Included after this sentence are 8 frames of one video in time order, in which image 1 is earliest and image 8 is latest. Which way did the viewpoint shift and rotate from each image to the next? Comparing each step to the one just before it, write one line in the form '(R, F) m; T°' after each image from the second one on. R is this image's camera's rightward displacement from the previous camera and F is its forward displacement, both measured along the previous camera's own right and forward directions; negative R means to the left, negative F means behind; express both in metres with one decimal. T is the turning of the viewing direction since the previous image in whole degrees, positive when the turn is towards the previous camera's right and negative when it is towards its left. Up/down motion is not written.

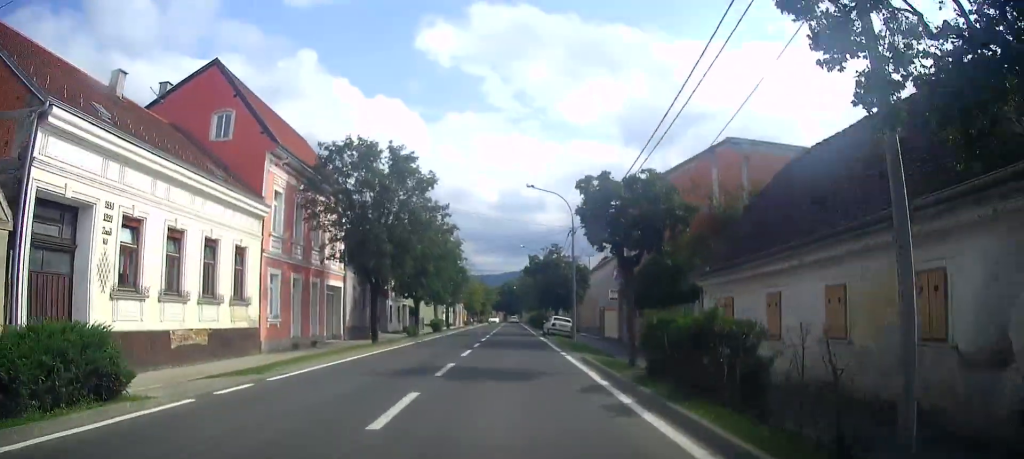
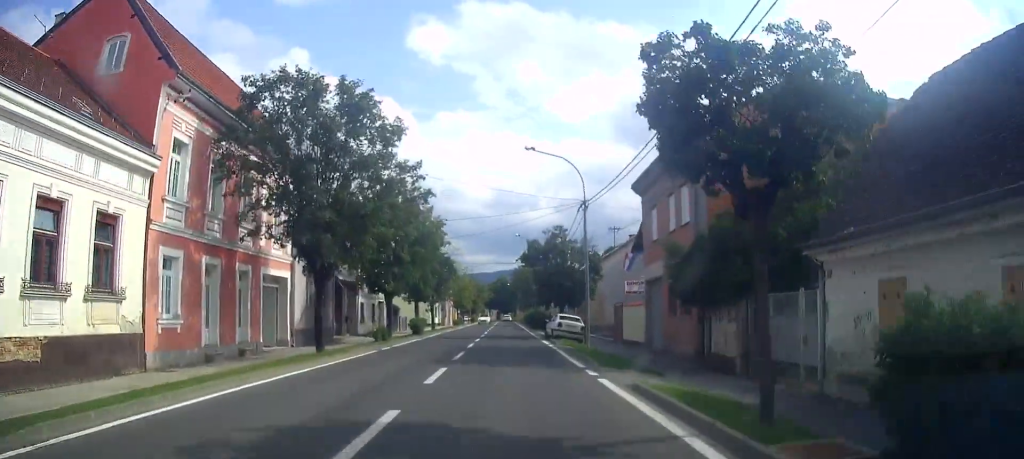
(+0.1, +8.0) m; 0°
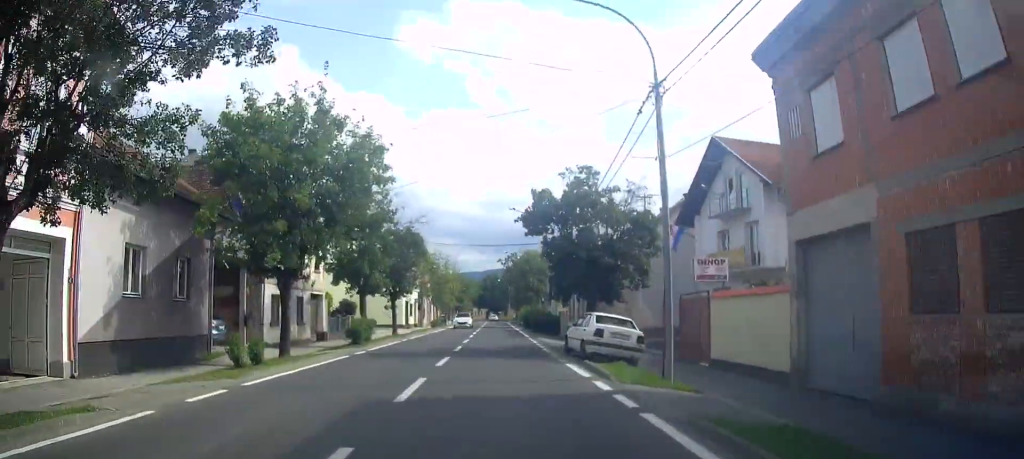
(+0.1, +14.7) m; 0°
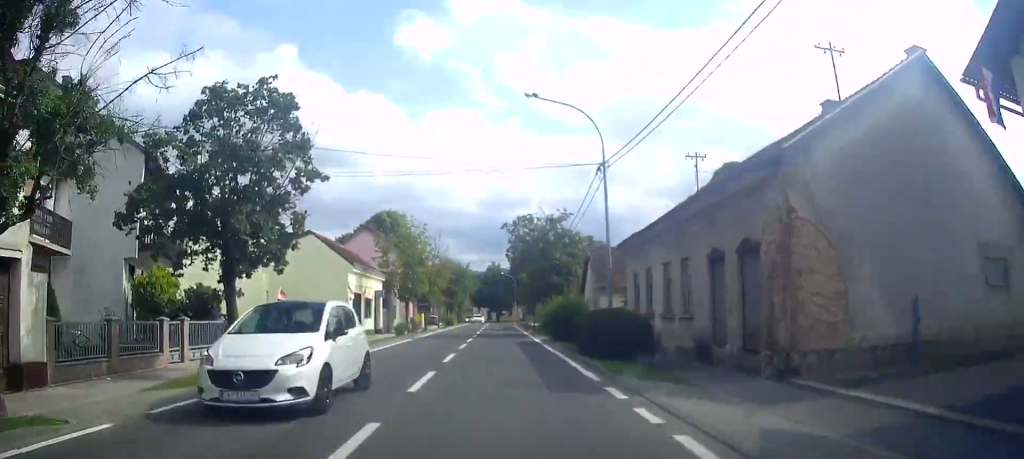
(+0.1, +23.5) m; +1°
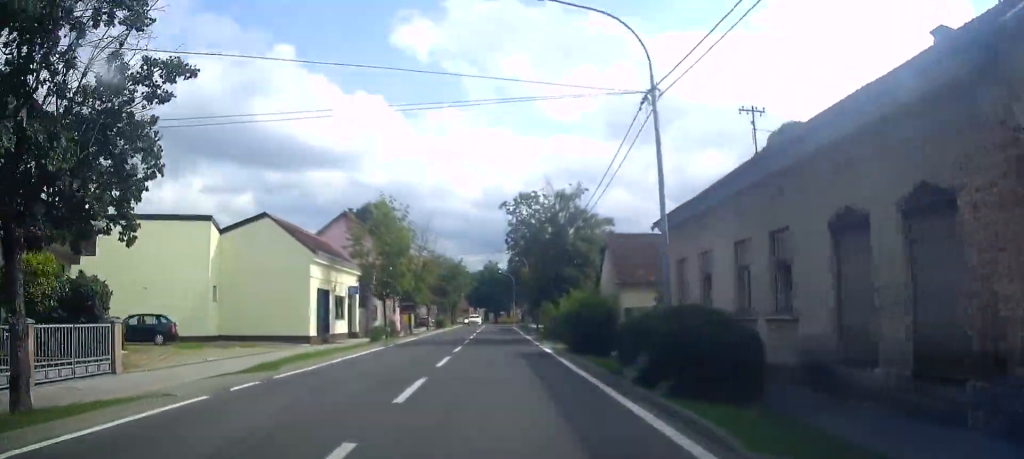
(0.0, +7.2) m; 0°
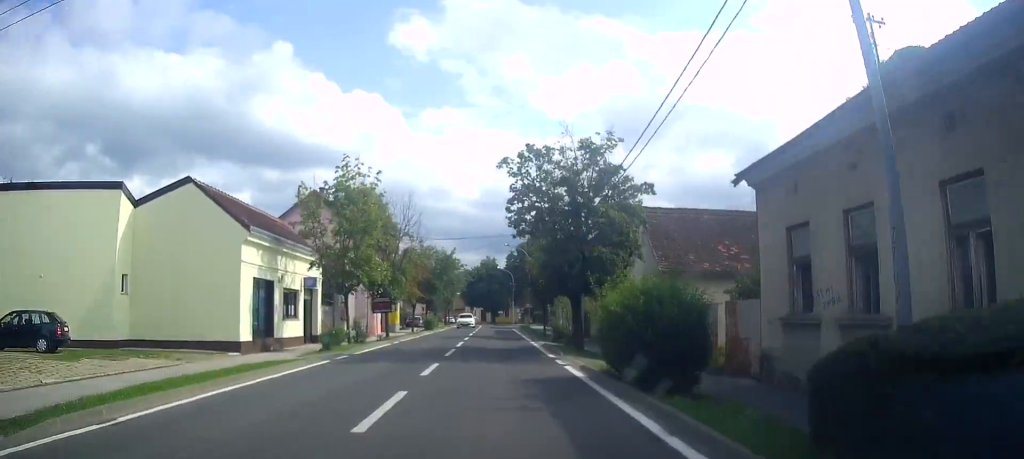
(0.0, +8.3) m; 0°
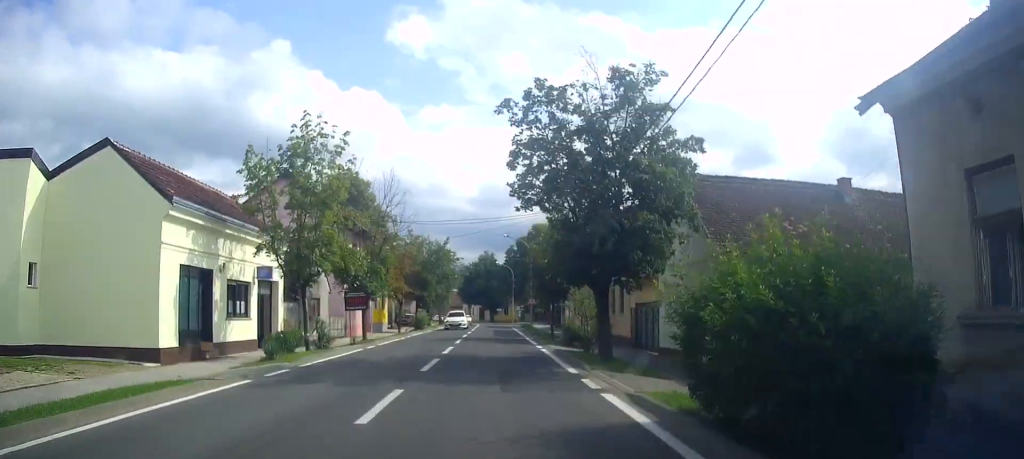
(0.0, +5.7) m; 0°
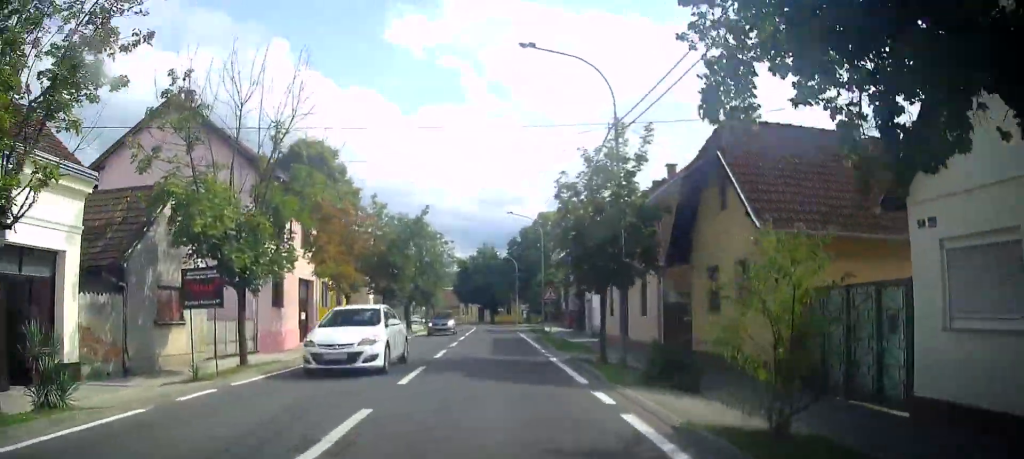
(-0.1, +14.5) m; -1°
